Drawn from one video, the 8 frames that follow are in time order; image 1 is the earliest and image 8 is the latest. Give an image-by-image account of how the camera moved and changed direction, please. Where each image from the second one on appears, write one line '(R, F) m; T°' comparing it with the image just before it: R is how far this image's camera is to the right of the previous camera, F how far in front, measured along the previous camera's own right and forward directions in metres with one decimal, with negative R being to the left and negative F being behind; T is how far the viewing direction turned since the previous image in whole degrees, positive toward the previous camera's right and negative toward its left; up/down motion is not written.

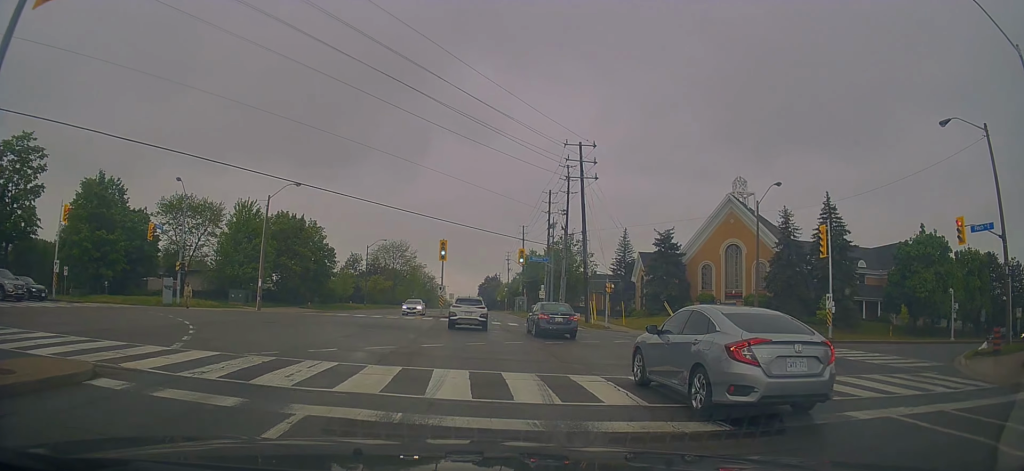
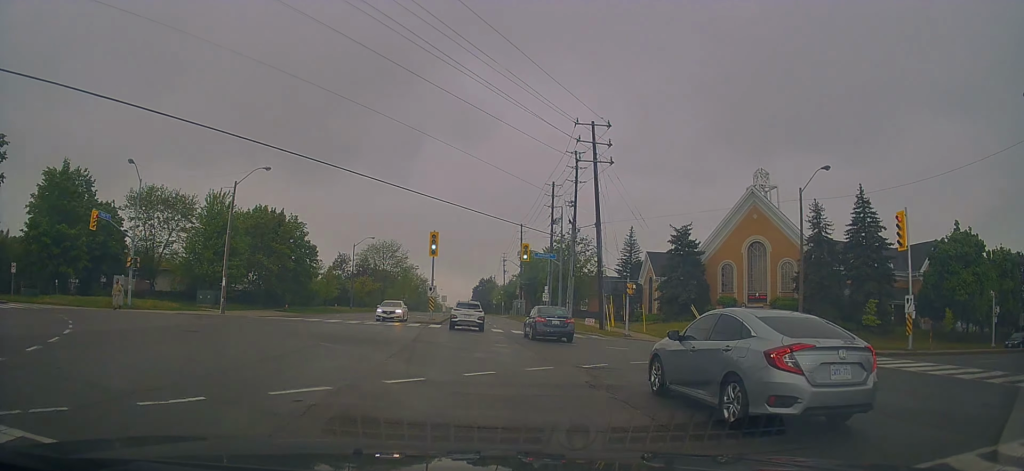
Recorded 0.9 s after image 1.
(+0.3, +5.9) m; +1°
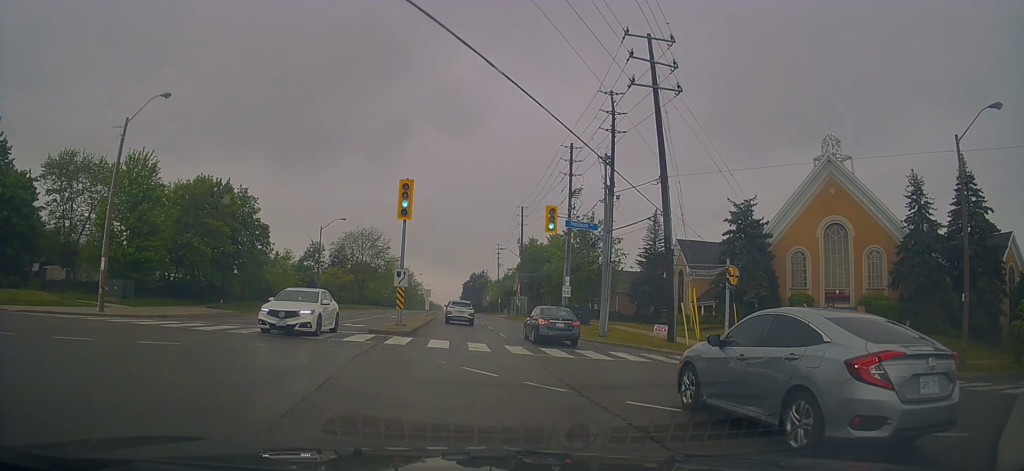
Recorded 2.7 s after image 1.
(-0.7, +14.6) m; -3°
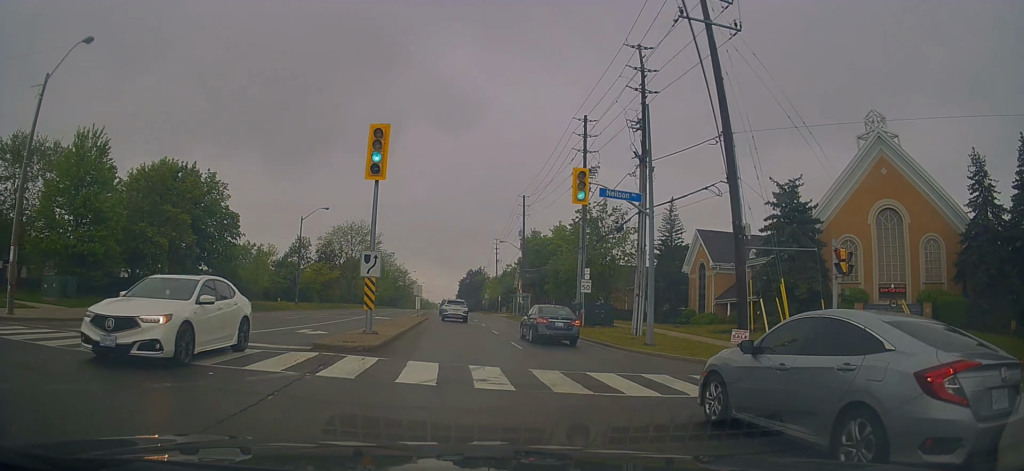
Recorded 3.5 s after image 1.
(+0.3, +7.0) m; +1°
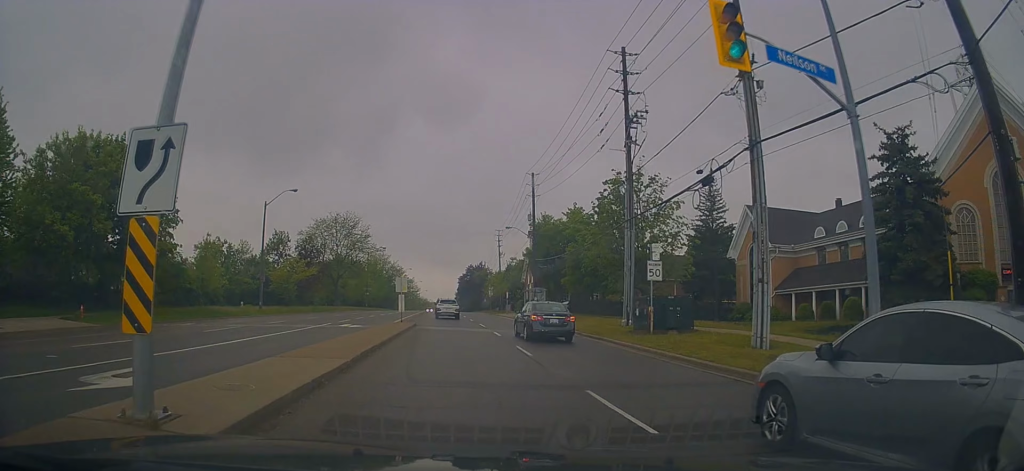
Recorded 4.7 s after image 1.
(0.0, +11.7) m; +2°
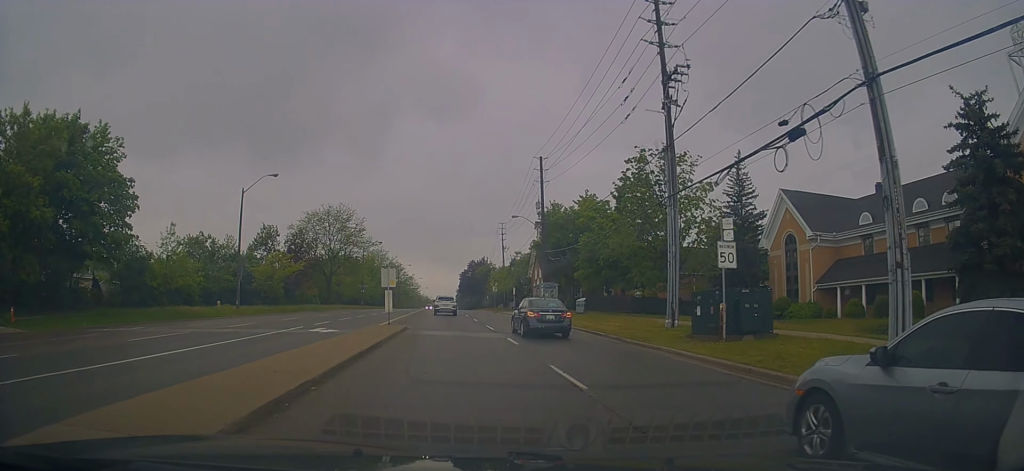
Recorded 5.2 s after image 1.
(+0.3, +5.7) m; 0°
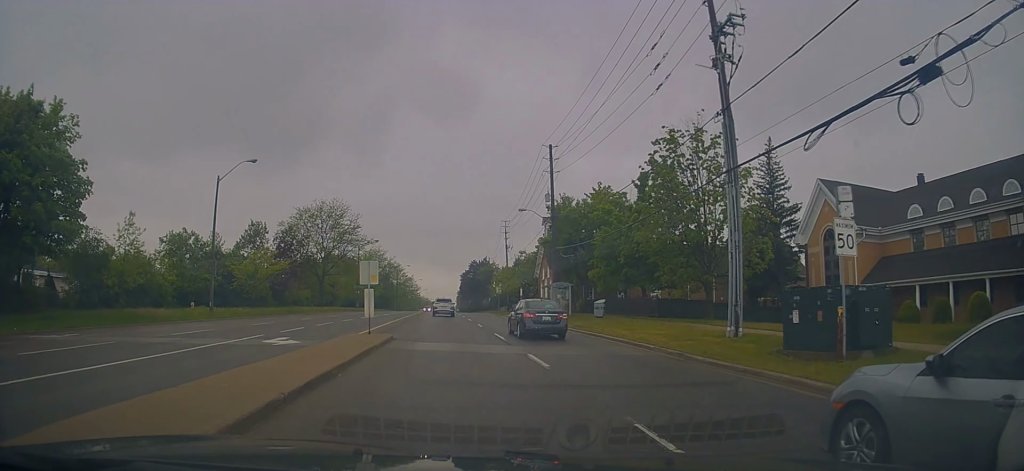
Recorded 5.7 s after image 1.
(-0.1, +5.4) m; 0°
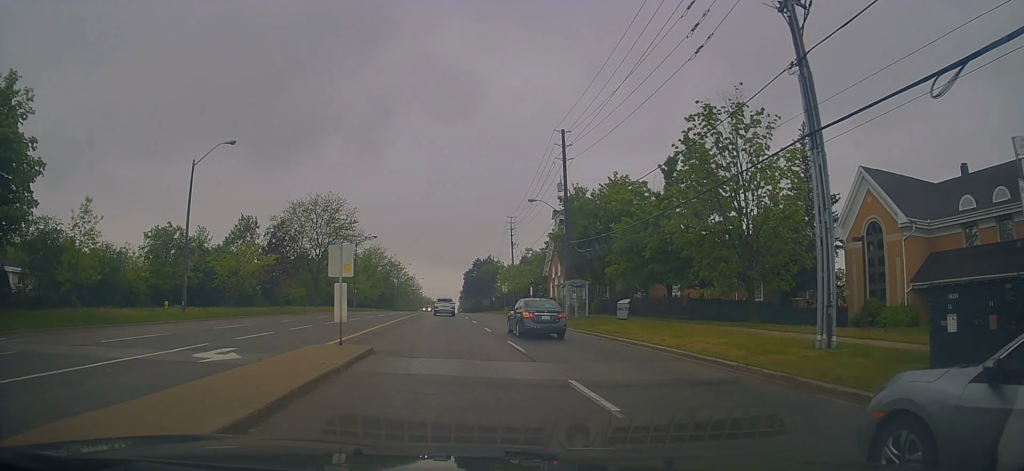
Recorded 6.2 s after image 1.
(-0.2, +4.8) m; 0°
